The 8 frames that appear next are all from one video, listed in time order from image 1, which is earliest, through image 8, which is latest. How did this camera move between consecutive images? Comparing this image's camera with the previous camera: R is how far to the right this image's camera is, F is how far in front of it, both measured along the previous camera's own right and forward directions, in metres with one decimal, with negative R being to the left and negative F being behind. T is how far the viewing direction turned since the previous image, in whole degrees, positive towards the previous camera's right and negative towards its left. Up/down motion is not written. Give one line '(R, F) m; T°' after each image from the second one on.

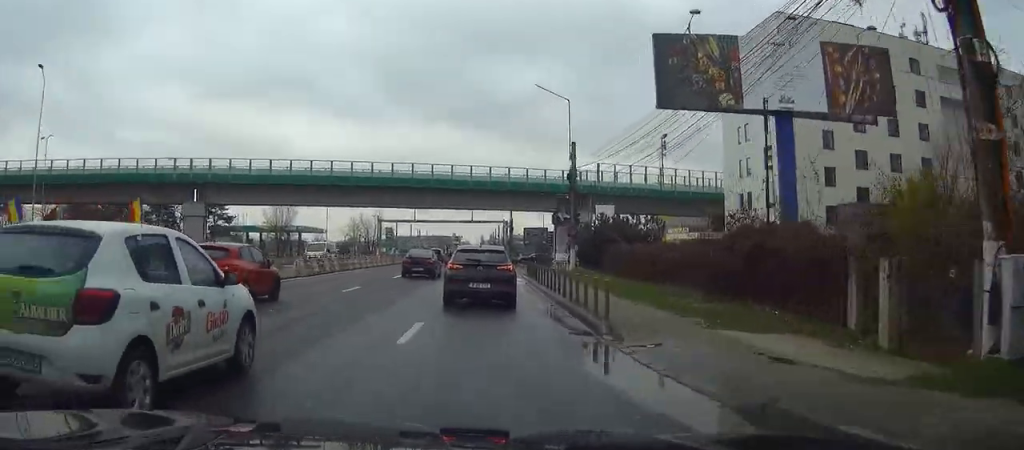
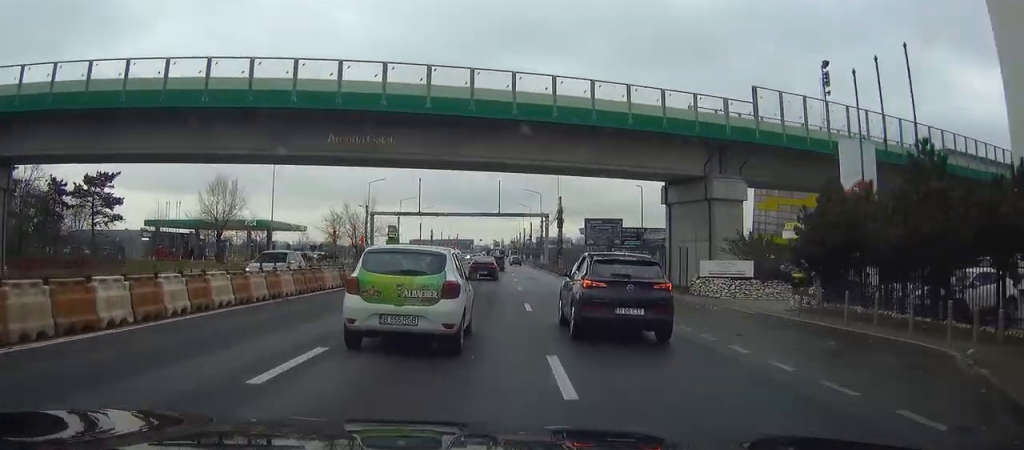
(-0.9, +38.8) m; -1°
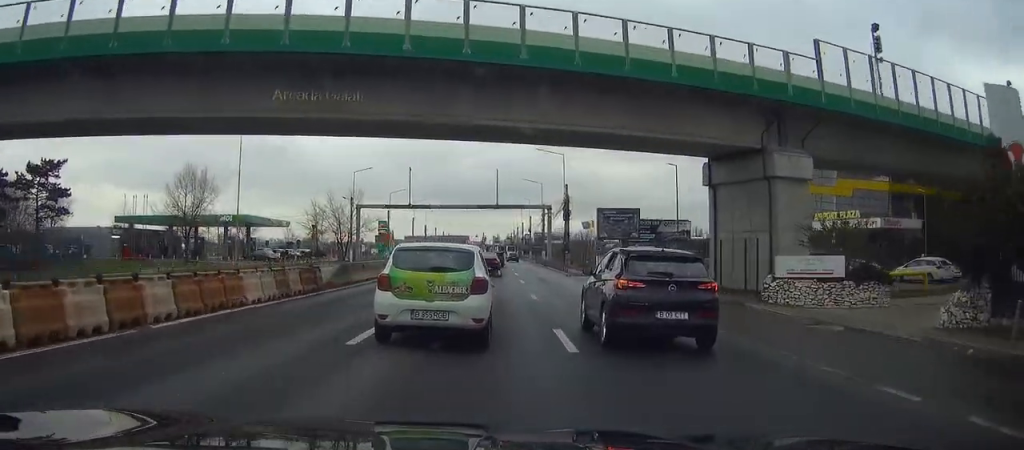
(-0.1, +8.6) m; 0°
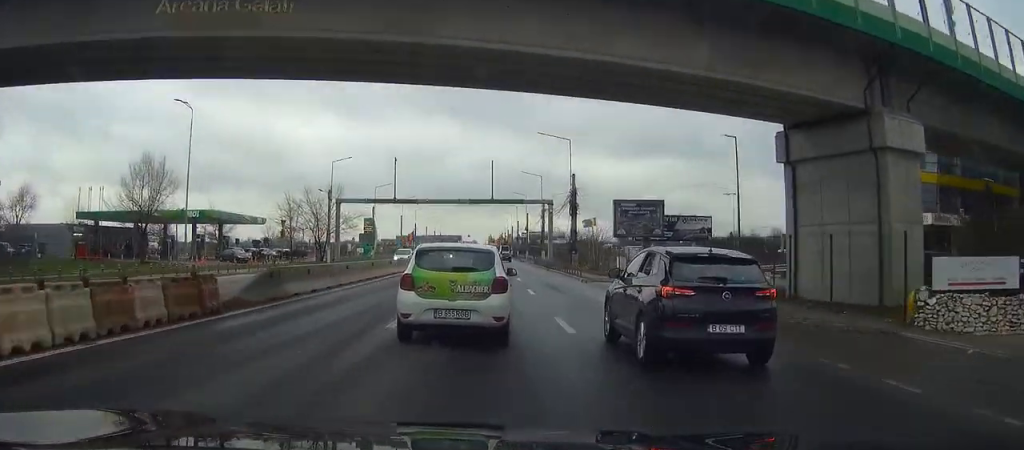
(0.0, +9.5) m; 0°
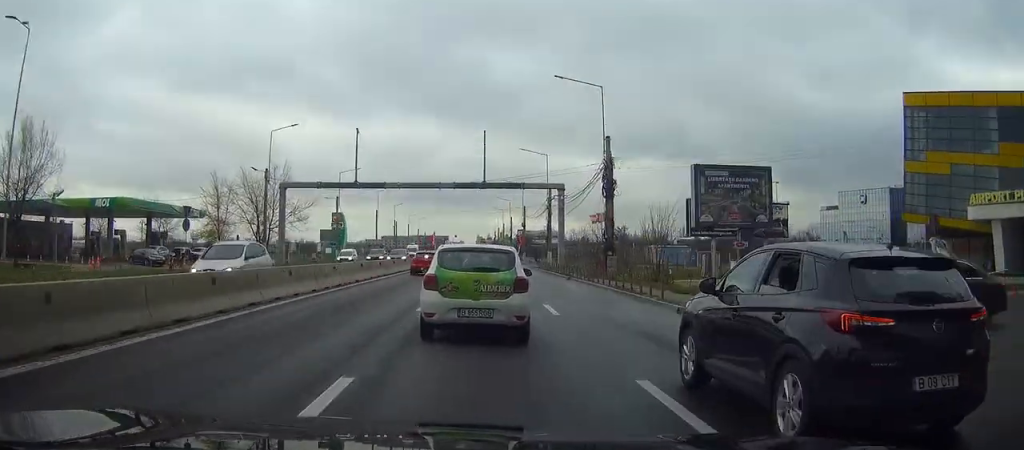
(+0.2, +20.1) m; +1°
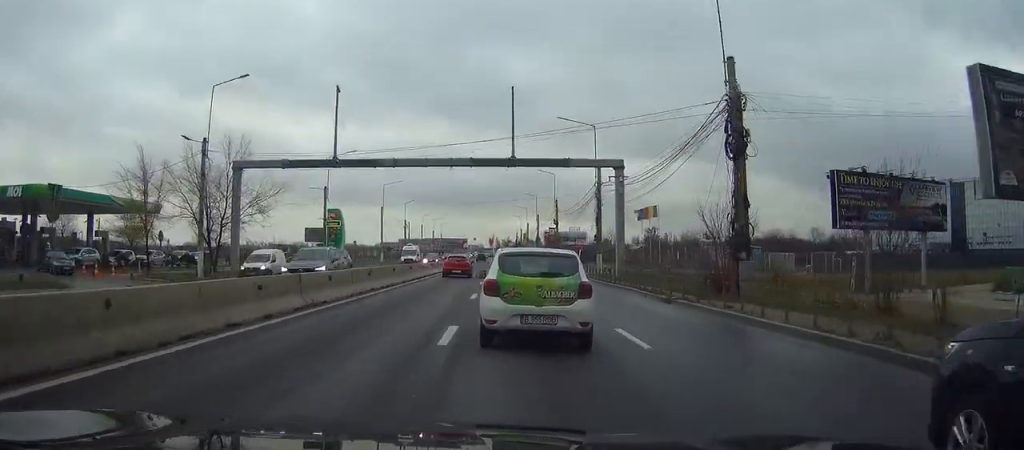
(+0.1, +17.5) m; 0°
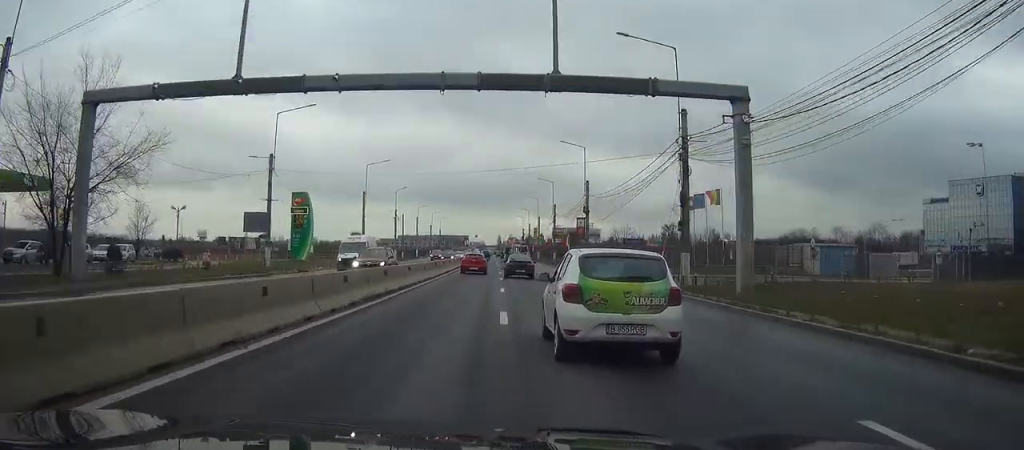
(-0.1, +20.4) m; -1°
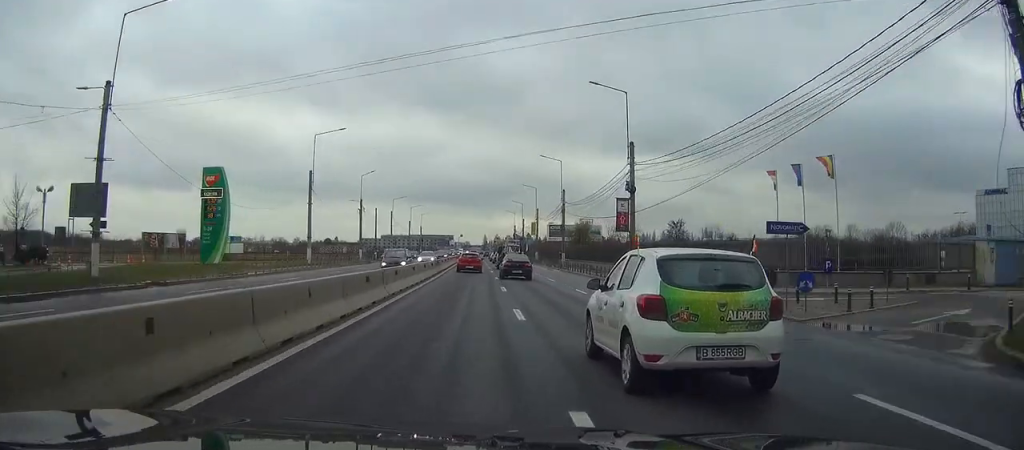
(-0.1, +23.1) m; 0°
